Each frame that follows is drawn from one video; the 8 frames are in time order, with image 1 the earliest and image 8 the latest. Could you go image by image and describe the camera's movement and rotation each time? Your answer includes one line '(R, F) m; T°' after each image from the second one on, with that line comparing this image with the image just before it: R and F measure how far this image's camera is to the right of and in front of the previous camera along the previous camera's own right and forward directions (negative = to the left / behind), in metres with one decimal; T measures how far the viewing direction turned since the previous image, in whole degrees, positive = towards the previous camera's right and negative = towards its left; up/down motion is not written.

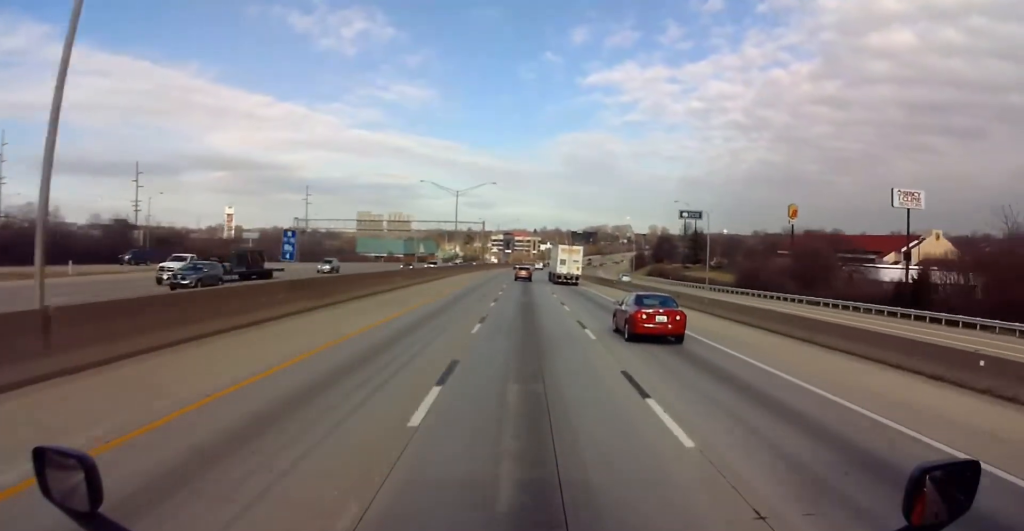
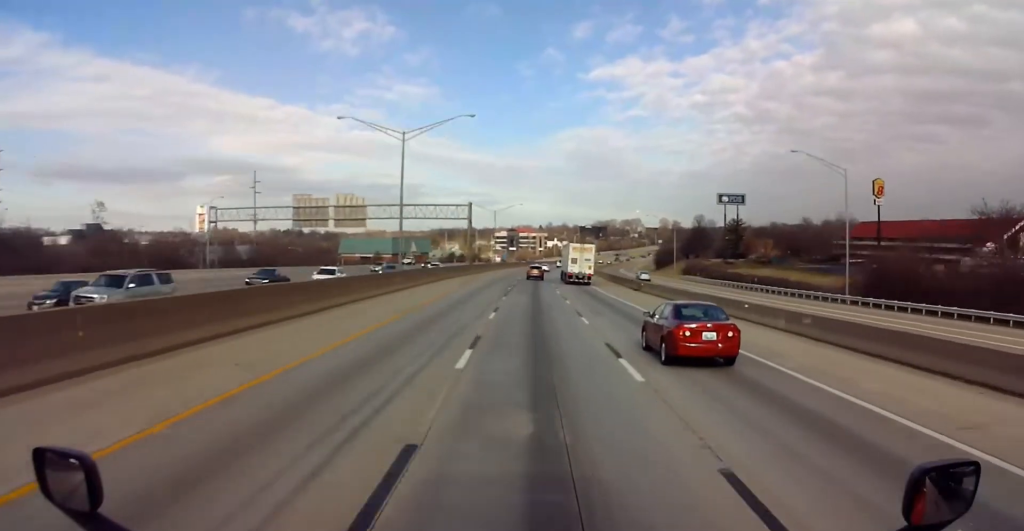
(0.0, +43.0) m; 0°
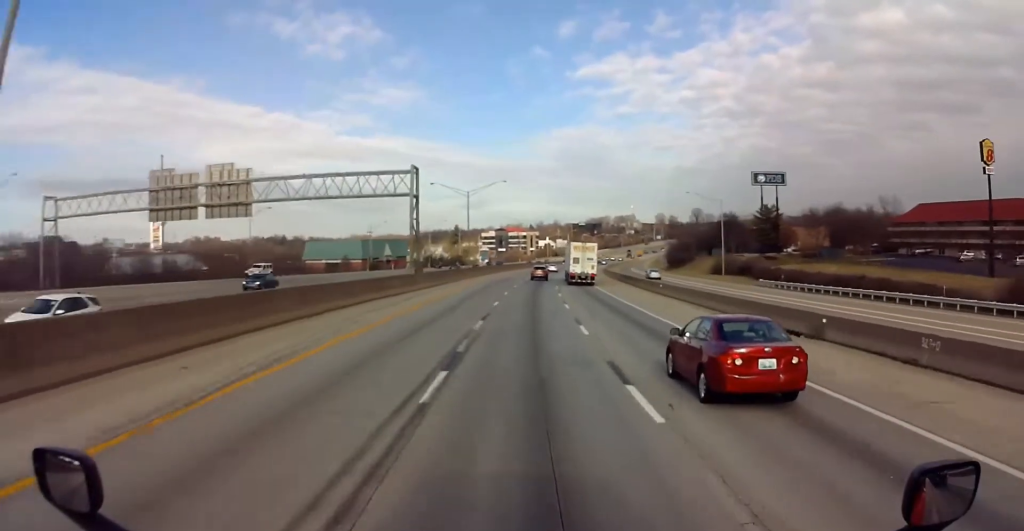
(-0.1, +39.2) m; 0°
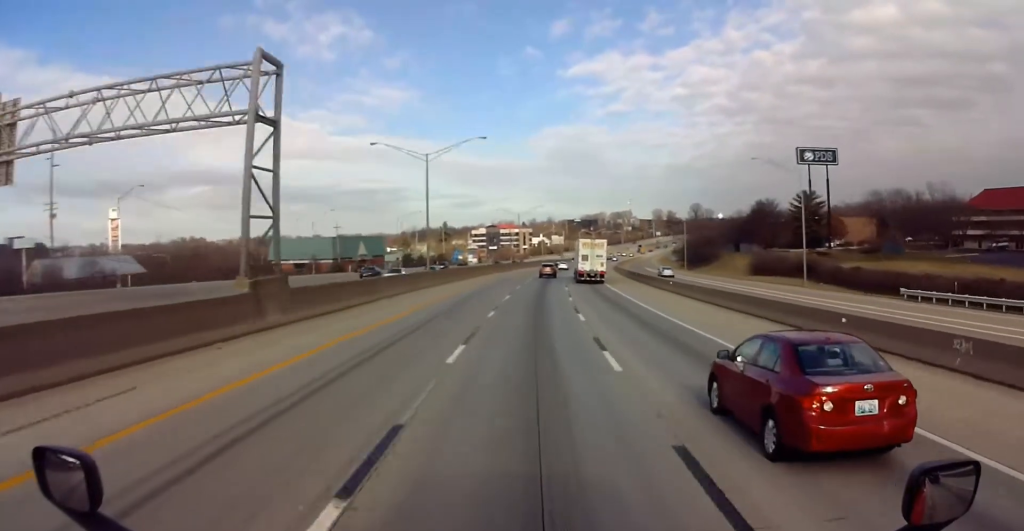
(0.0, +31.4) m; 0°
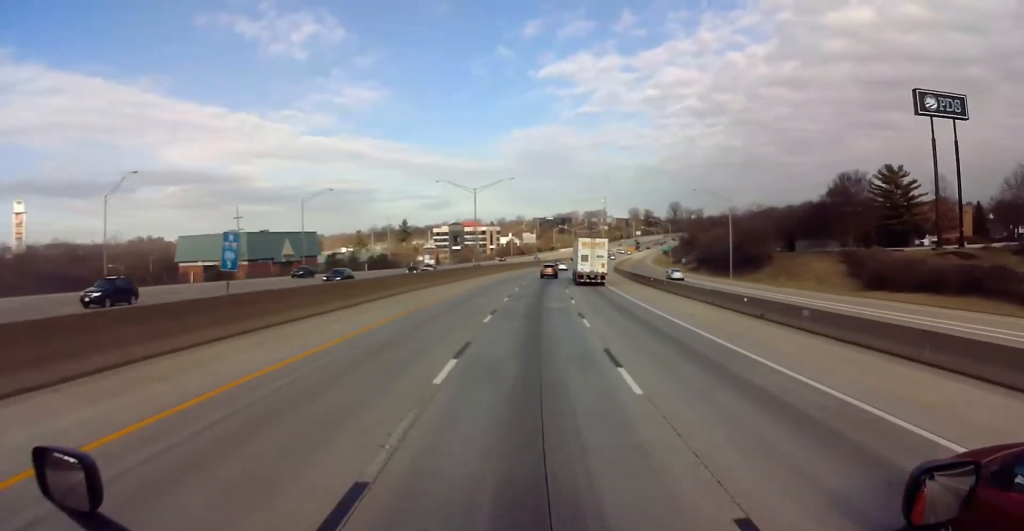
(+0.3, +50.5) m; +1°
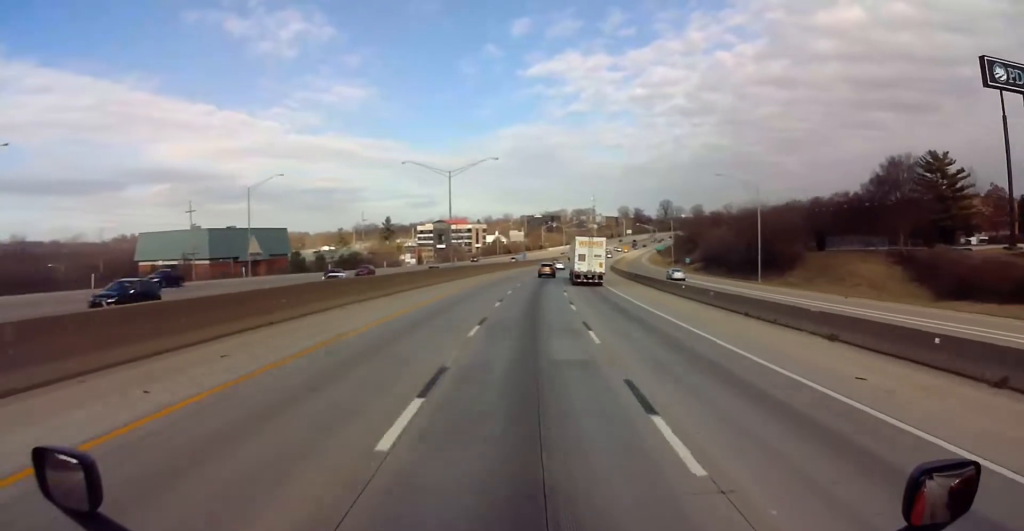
(+0.2, +16.5) m; +1°
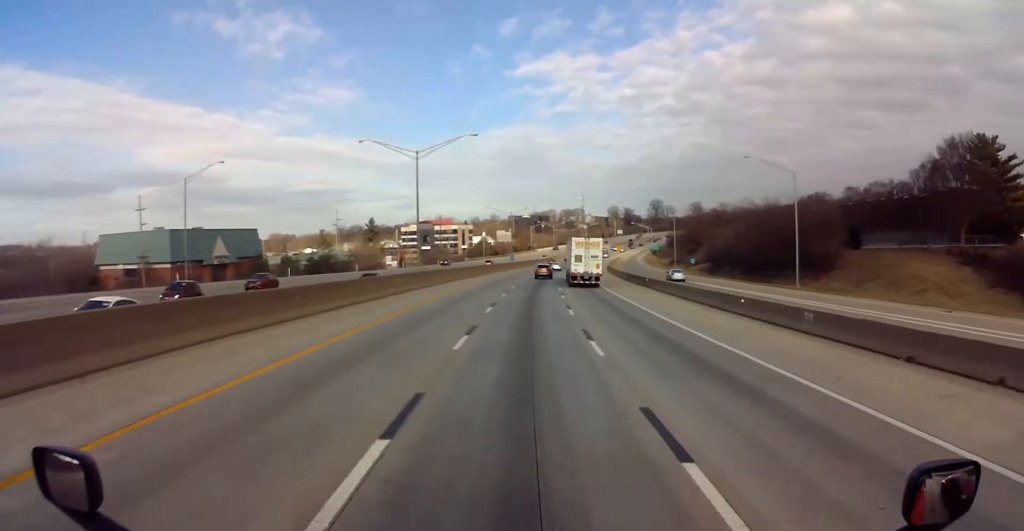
(0.0, +14.5) m; +1°
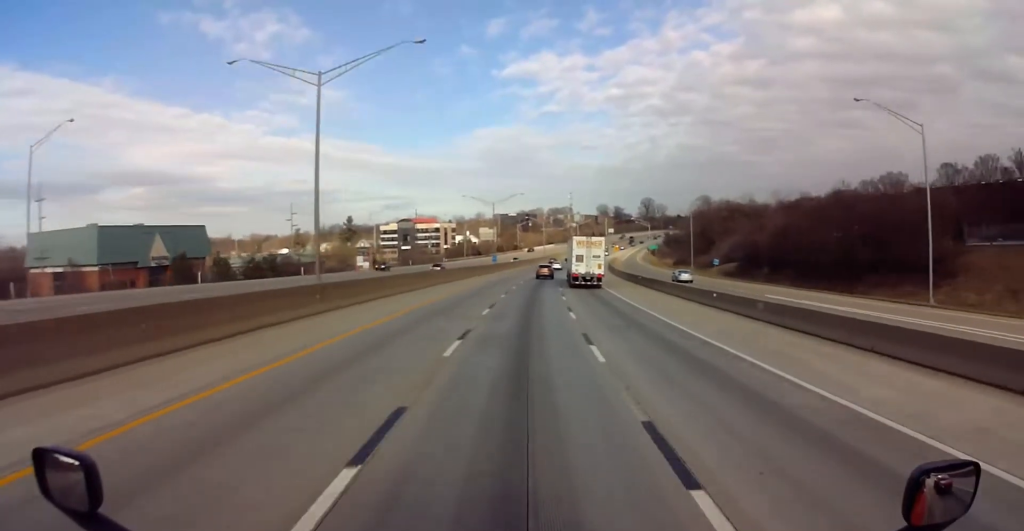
(0.0, +25.0) m; +5°
